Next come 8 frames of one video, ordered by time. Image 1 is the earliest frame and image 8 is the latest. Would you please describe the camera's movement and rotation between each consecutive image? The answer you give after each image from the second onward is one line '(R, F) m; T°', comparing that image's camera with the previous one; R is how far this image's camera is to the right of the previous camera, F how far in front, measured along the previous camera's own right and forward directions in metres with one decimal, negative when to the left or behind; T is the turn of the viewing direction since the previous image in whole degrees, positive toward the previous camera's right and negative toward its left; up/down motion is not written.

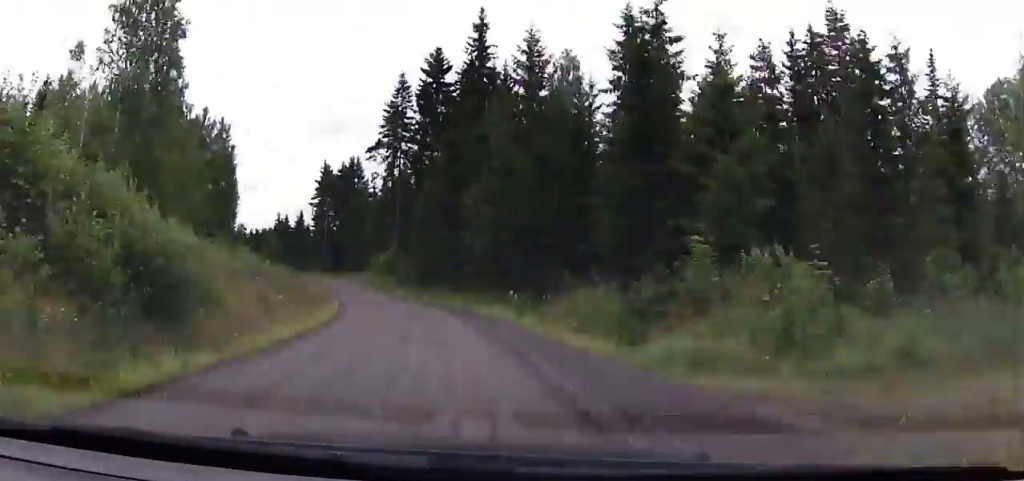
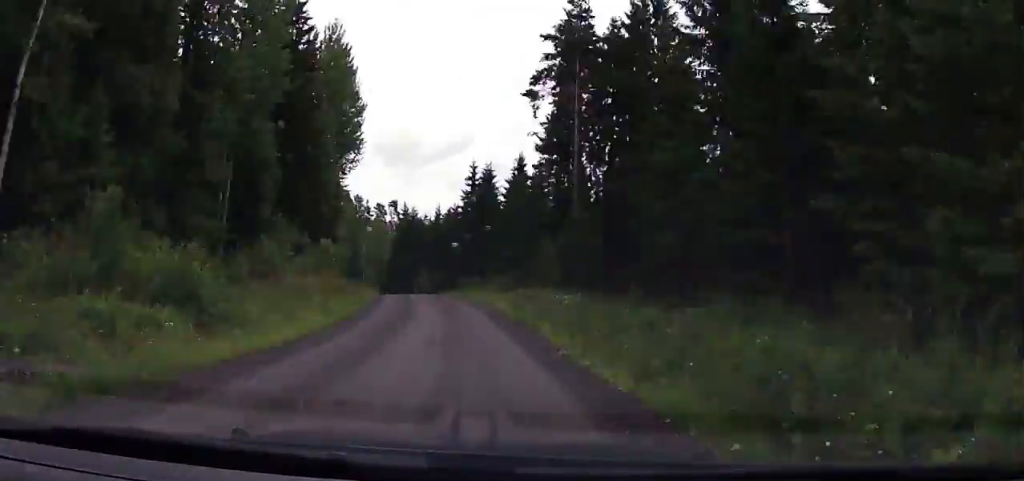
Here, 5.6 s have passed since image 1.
(-10.6, +84.1) m; -11°
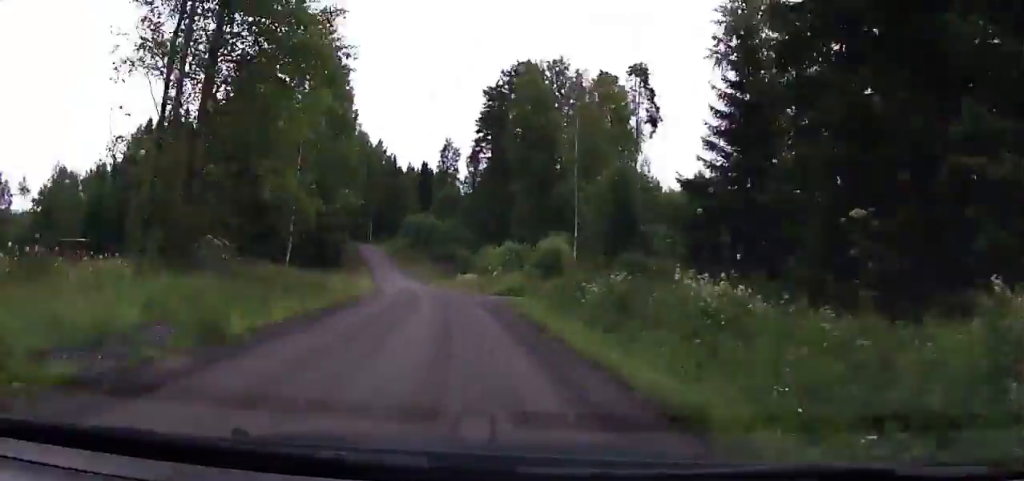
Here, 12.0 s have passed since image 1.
(-13.2, +97.1) m; -12°
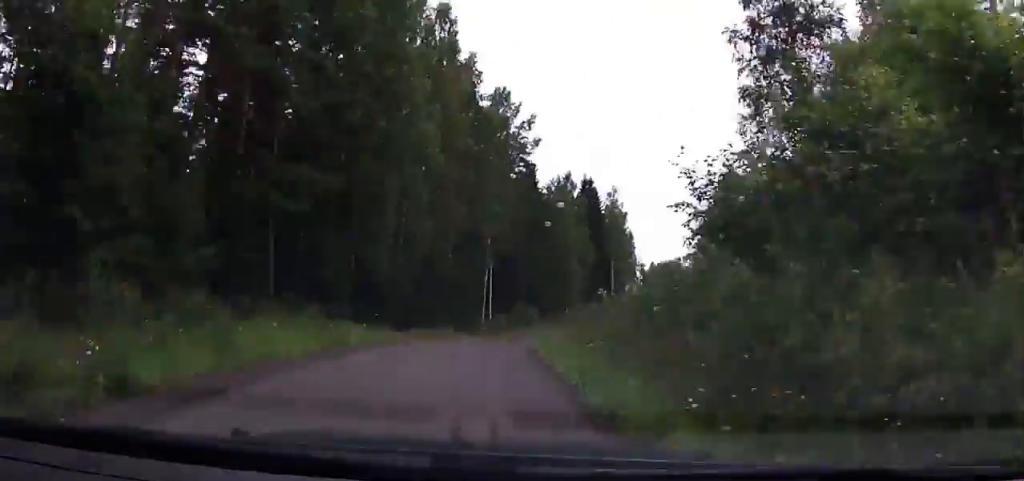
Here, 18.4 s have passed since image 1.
(-10.7, +96.7) m; 0°
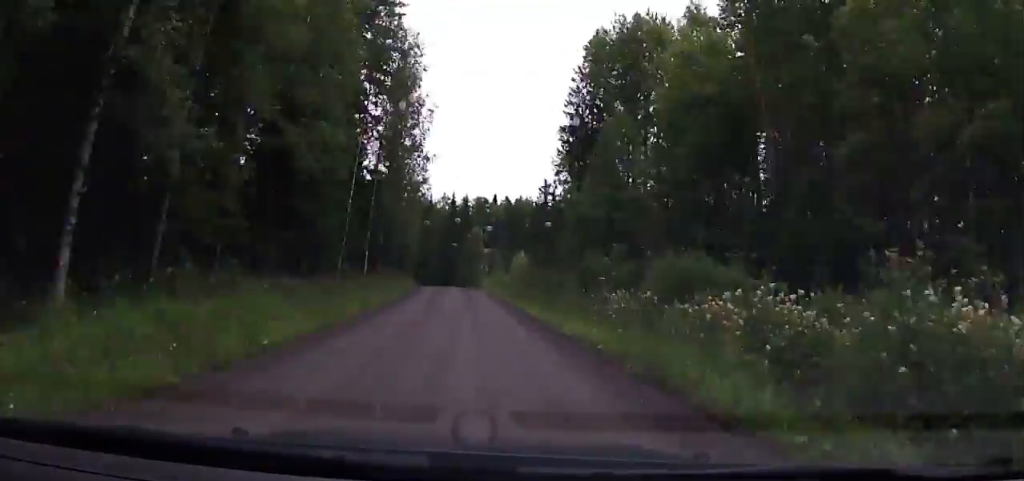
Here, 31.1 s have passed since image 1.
(+6.4, +189.4) m; -7°
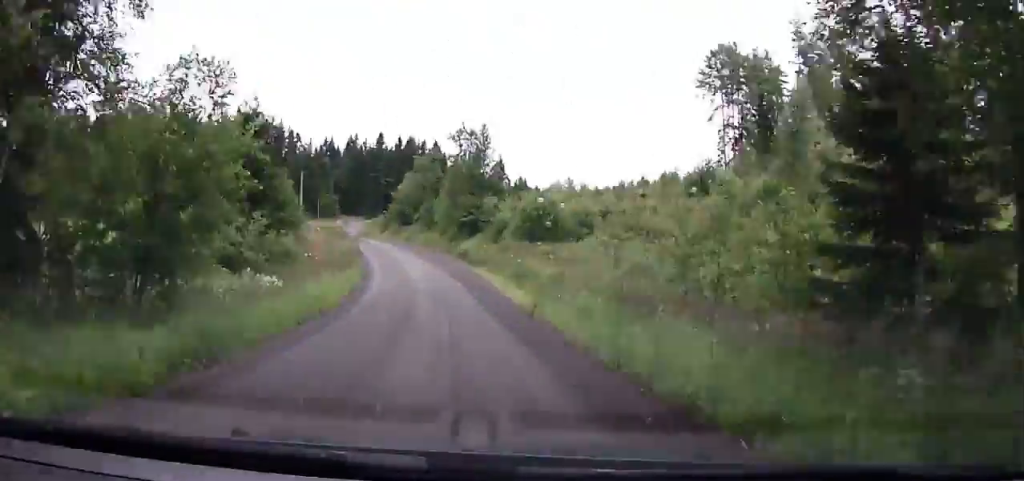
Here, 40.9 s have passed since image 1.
(-26.8, +138.2) m; -22°
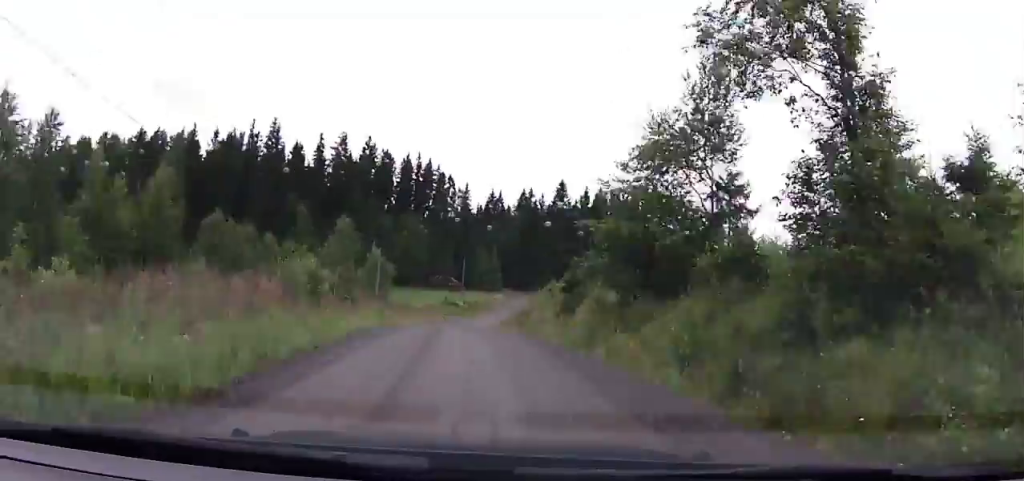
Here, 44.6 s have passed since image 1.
(-8.0, +54.8) m; -7°
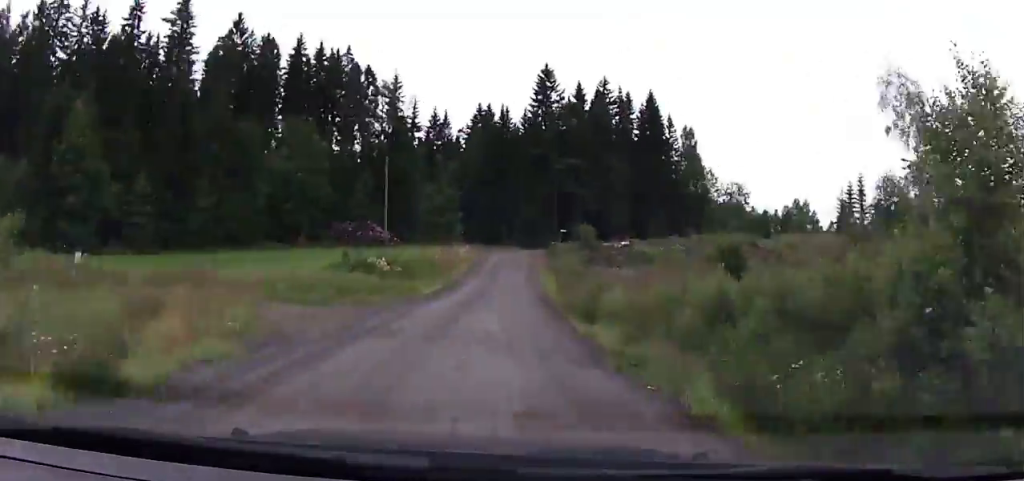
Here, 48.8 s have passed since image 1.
(-4.0, +60.8) m; -6°
